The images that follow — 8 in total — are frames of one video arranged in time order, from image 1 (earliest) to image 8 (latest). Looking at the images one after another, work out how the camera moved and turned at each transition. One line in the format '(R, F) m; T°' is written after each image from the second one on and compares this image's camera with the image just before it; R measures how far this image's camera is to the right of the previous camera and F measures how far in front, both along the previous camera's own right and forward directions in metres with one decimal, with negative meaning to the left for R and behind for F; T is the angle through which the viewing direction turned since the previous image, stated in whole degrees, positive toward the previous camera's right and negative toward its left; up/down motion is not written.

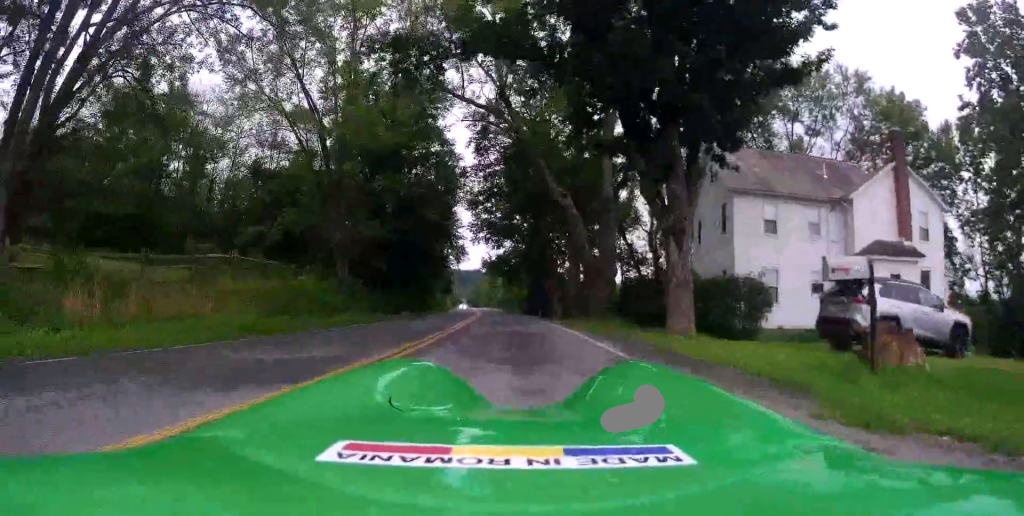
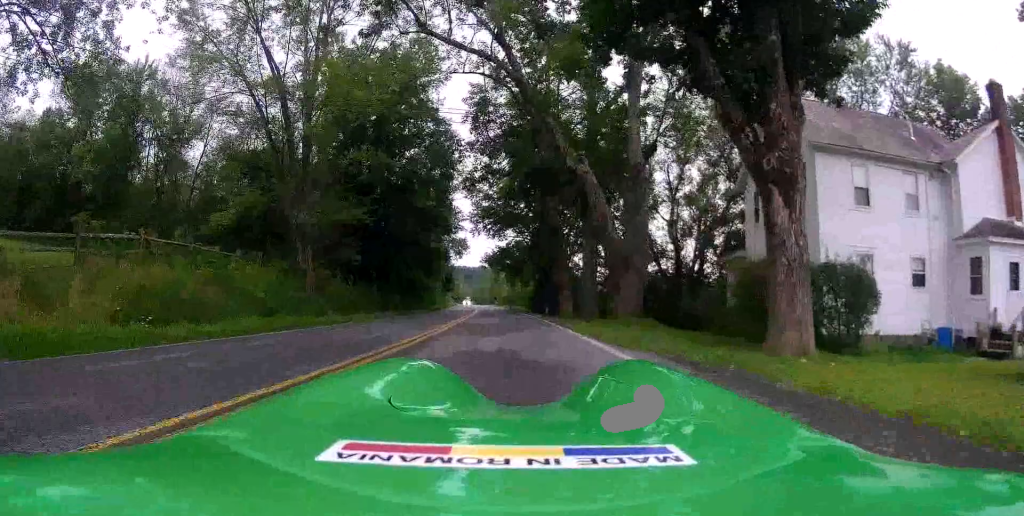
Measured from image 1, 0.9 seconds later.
(-0.1, +6.4) m; -1°
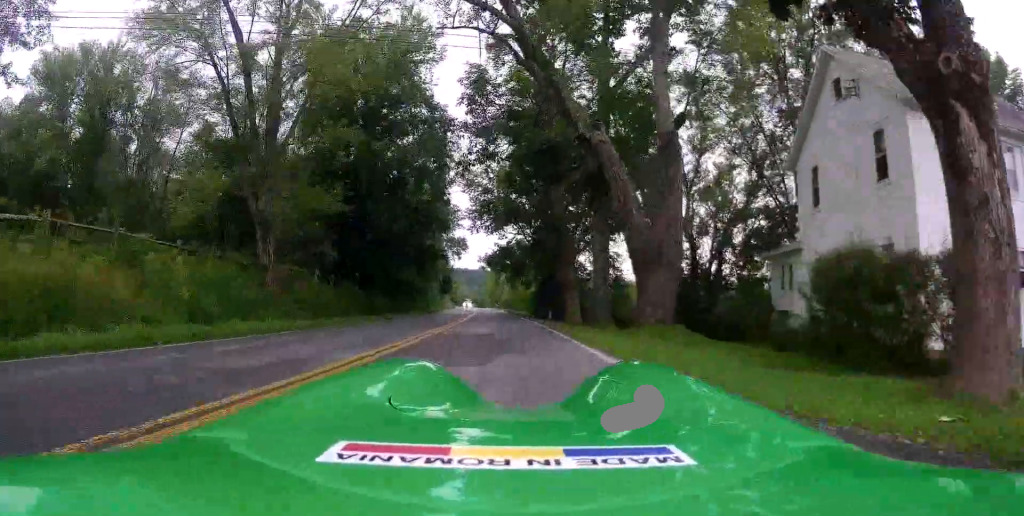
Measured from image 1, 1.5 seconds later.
(0.0, +4.3) m; 0°
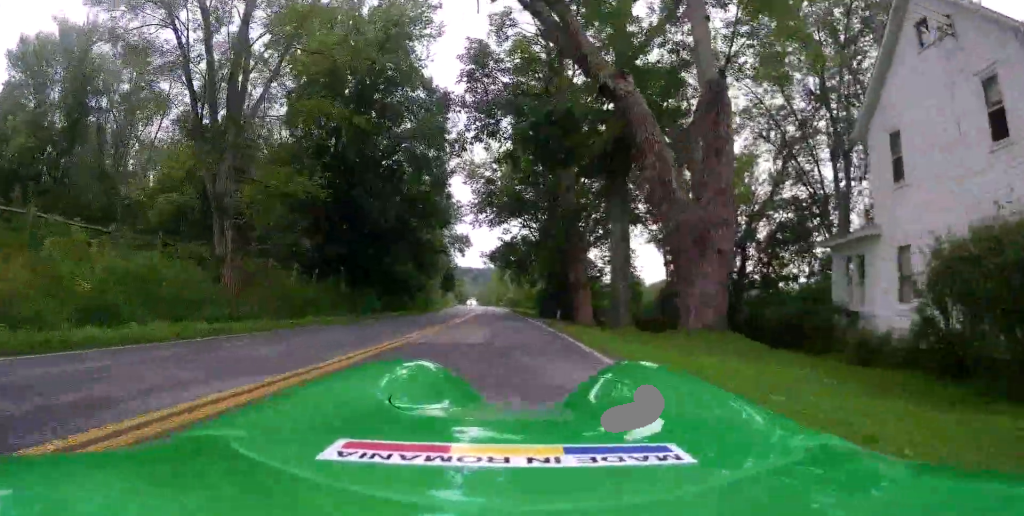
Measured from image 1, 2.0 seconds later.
(0.0, +4.0) m; 0°
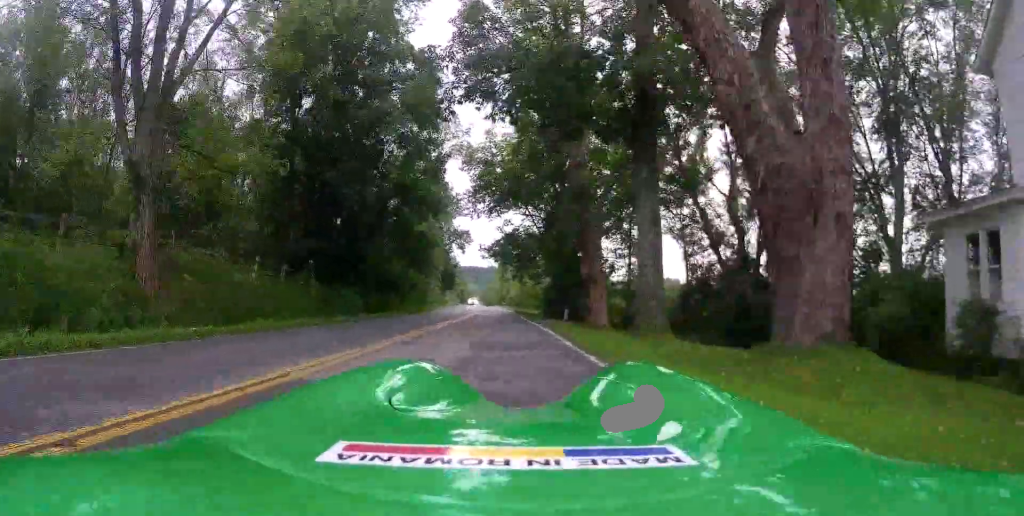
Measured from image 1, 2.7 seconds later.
(0.0, +4.9) m; 0°
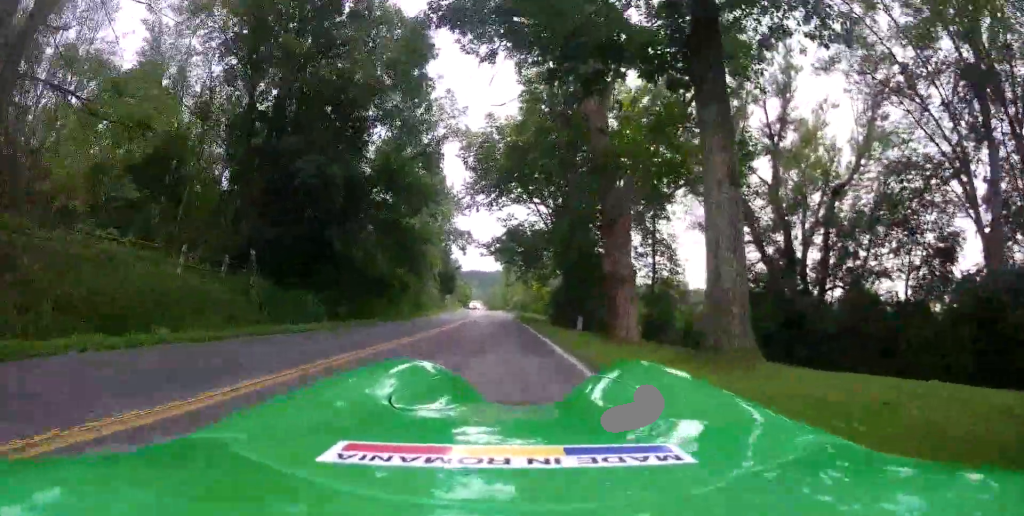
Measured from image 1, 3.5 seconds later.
(0.0, +6.5) m; 0°
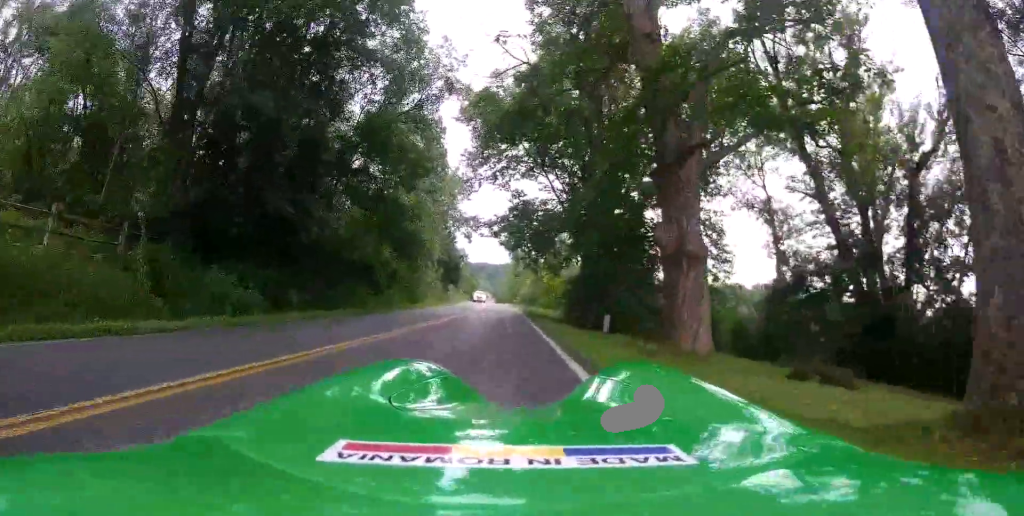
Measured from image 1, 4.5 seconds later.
(0.0, +7.0) m; 0°
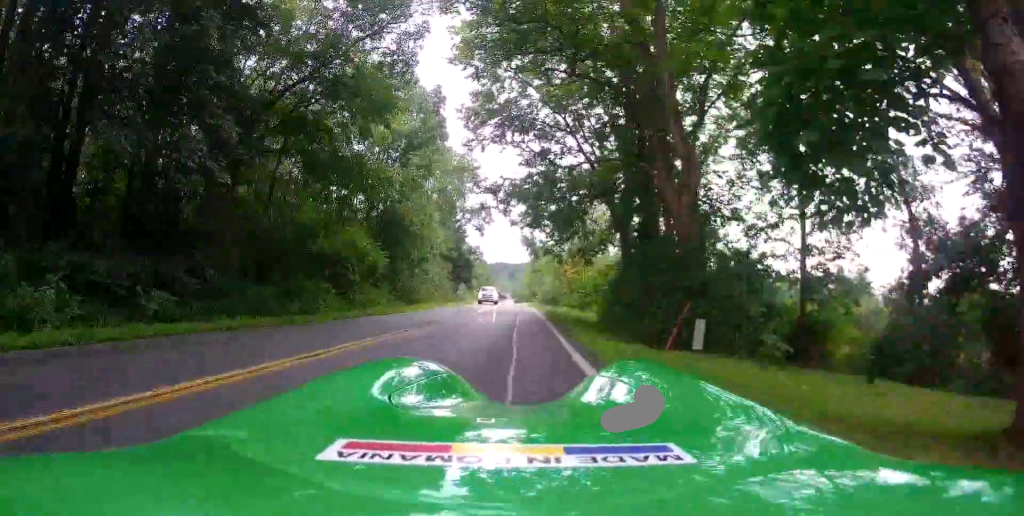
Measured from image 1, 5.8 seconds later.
(+0.1, +9.3) m; 0°
